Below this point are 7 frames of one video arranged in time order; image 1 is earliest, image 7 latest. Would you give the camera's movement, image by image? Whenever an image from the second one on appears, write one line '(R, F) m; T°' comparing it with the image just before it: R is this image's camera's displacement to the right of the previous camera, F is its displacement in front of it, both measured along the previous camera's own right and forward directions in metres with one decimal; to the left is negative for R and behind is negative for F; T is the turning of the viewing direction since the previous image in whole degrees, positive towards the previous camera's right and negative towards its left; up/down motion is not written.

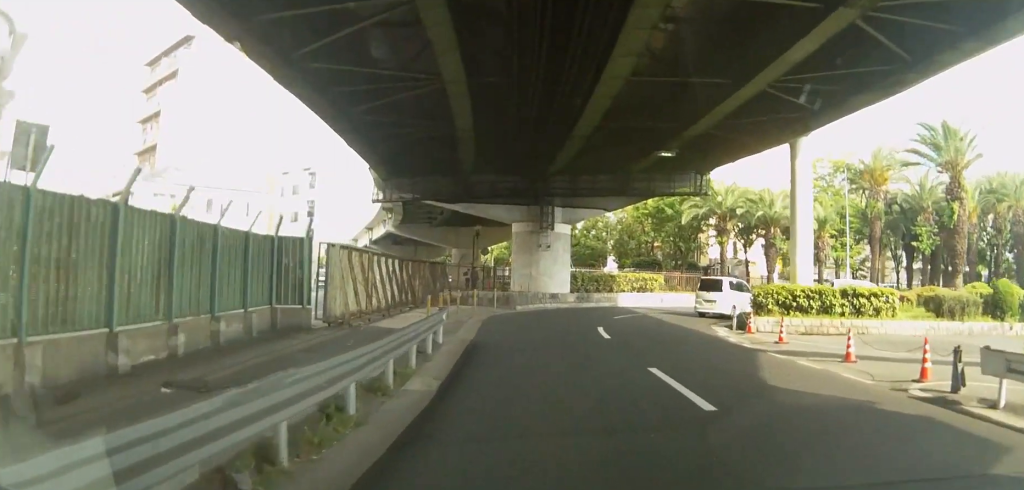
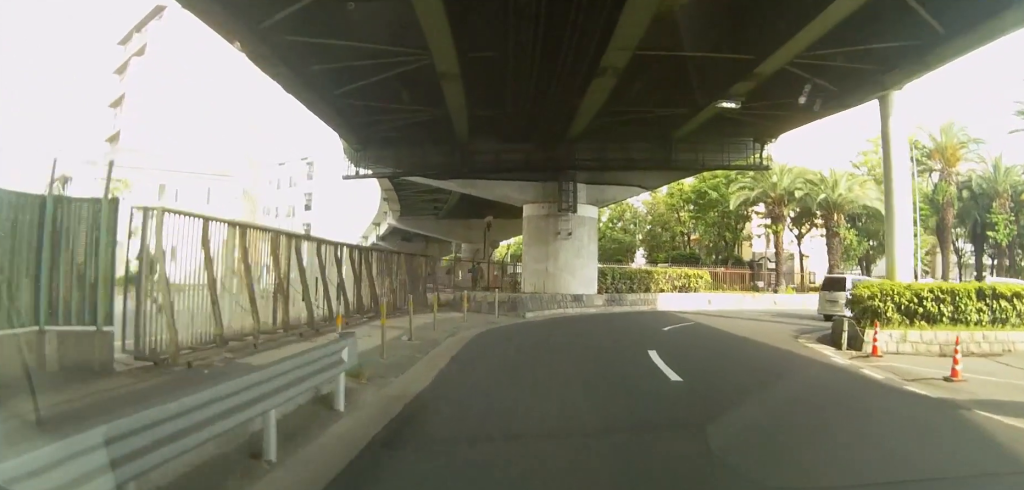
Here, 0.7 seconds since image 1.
(0.0, +7.1) m; -4°
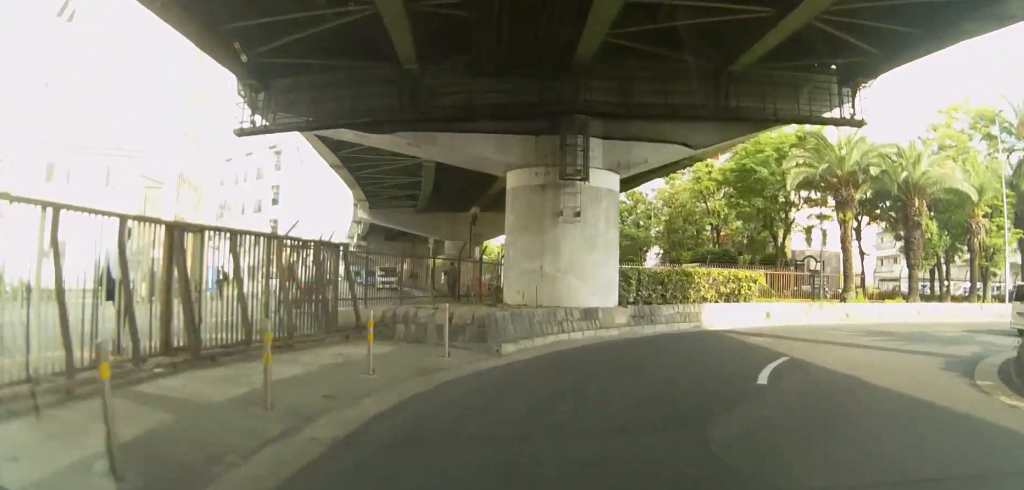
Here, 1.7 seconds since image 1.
(-0.6, +8.7) m; -10°
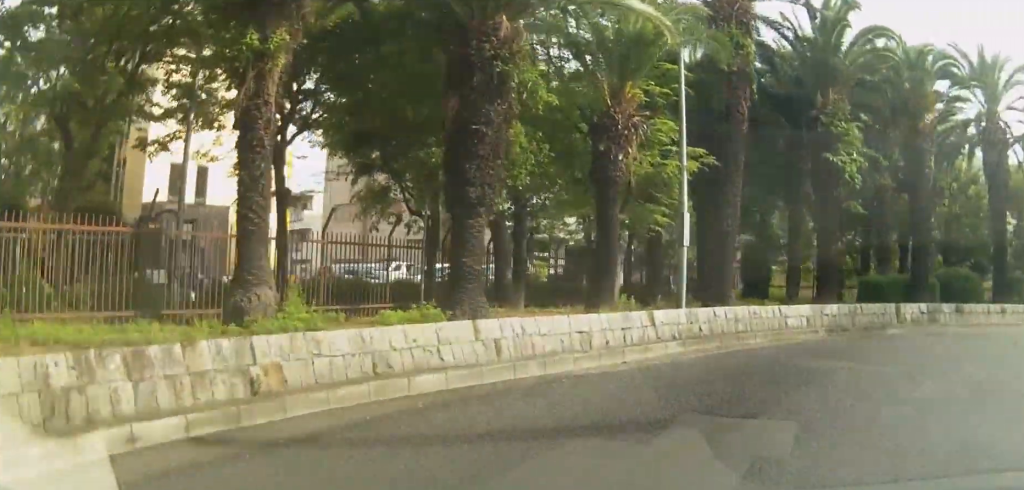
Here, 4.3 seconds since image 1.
(-2.1, +24.5) m; +8°
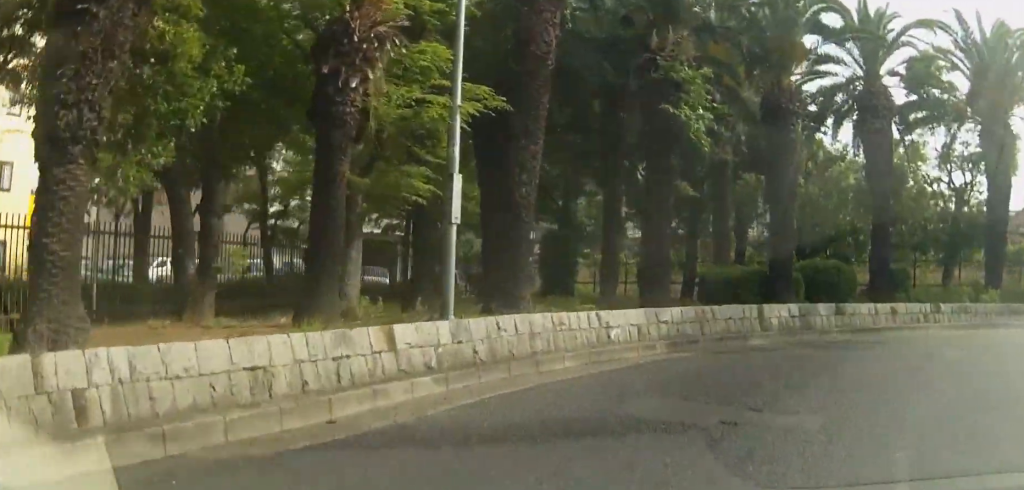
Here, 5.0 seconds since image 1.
(+0.8, +5.8) m; +14°
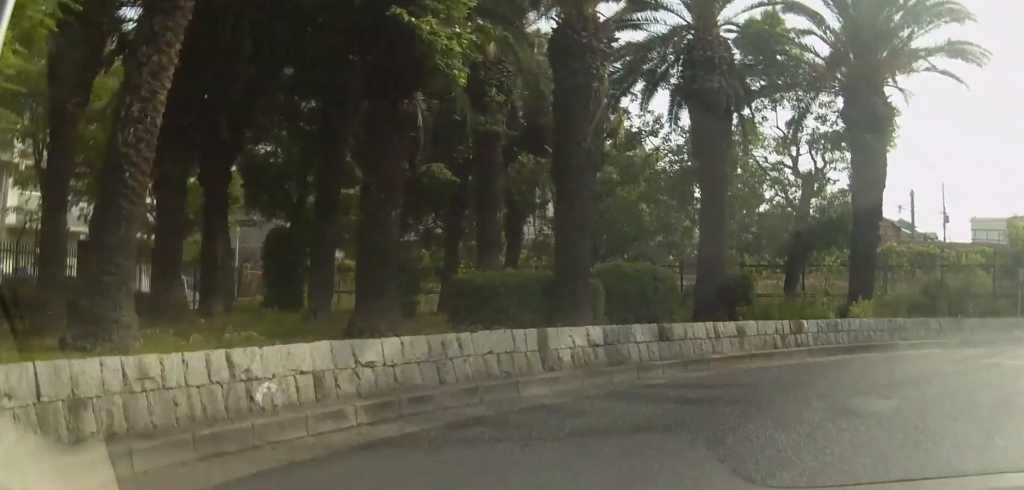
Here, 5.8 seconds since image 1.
(+1.0, +6.2) m; +18°
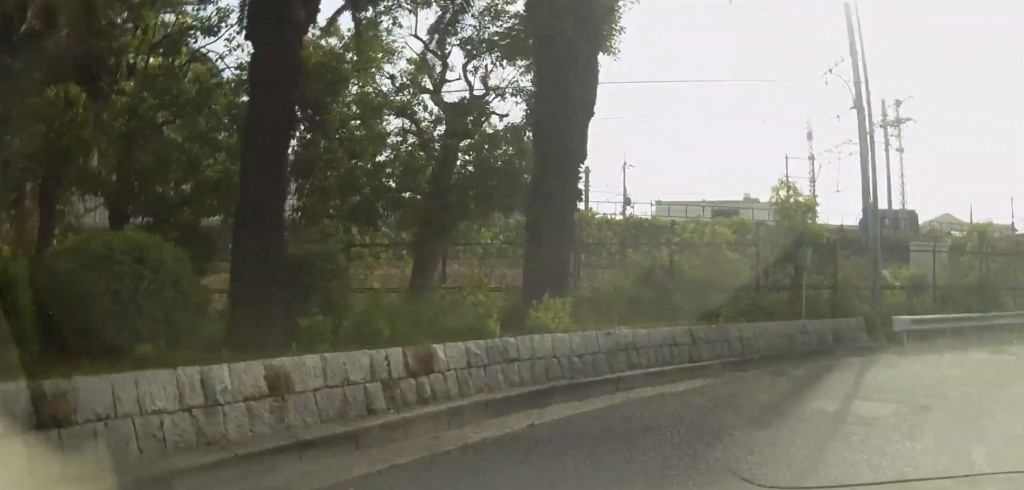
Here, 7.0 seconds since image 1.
(+2.0, +8.1) m; +16°
